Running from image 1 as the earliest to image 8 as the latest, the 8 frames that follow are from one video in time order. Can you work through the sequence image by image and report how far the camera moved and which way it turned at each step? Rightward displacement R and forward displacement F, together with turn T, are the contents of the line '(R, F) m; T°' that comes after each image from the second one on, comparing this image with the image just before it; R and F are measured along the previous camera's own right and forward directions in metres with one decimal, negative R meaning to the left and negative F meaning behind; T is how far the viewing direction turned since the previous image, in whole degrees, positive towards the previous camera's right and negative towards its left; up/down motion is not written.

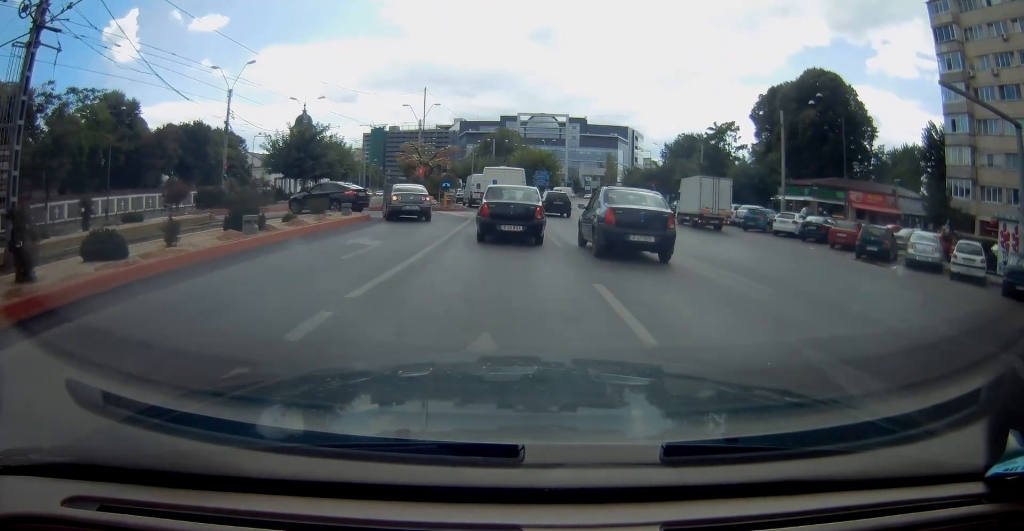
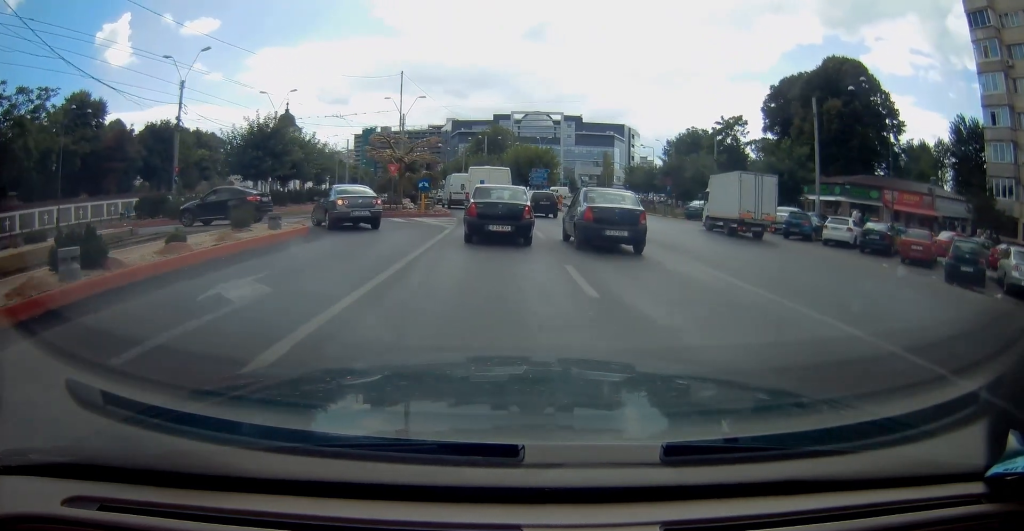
(-0.1, +6.7) m; -1°
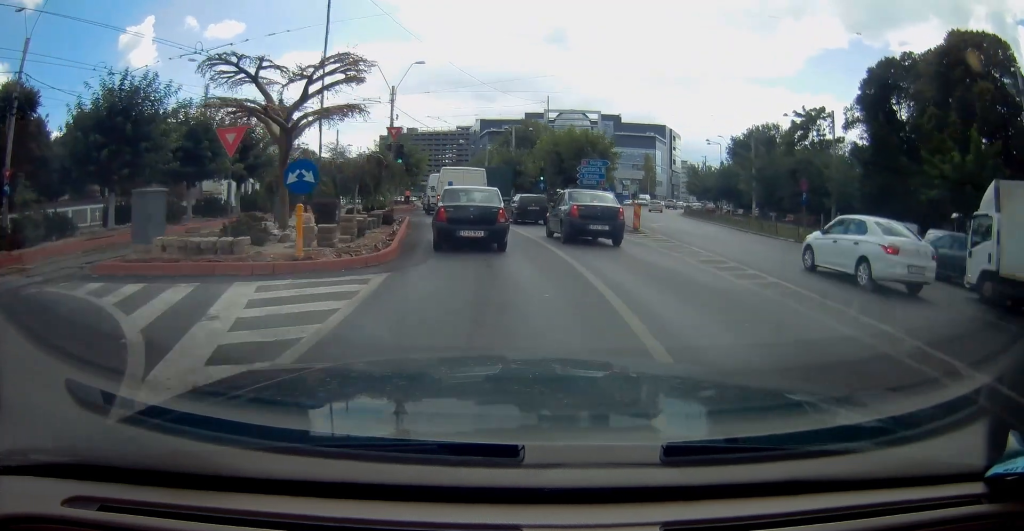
(-0.2, +18.9) m; -3°
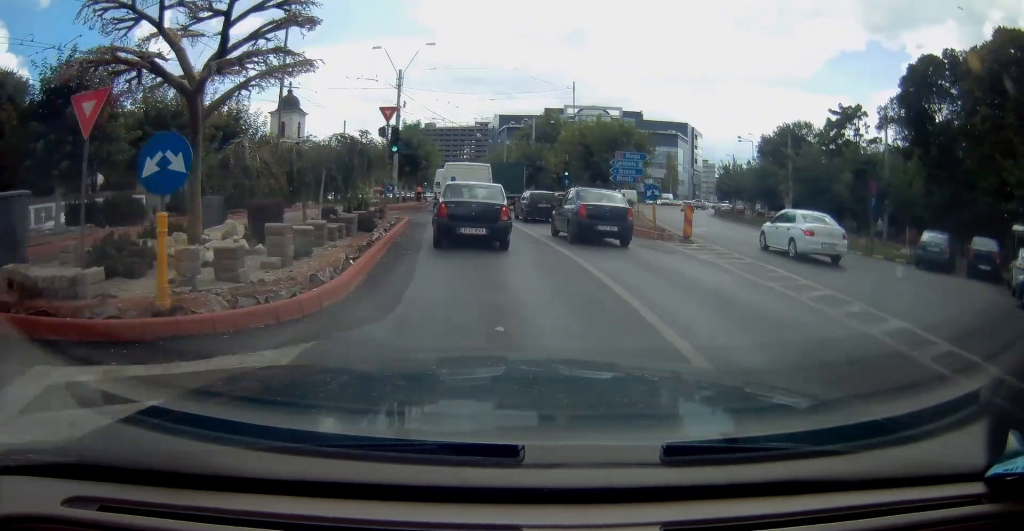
(-0.1, +4.6) m; -4°
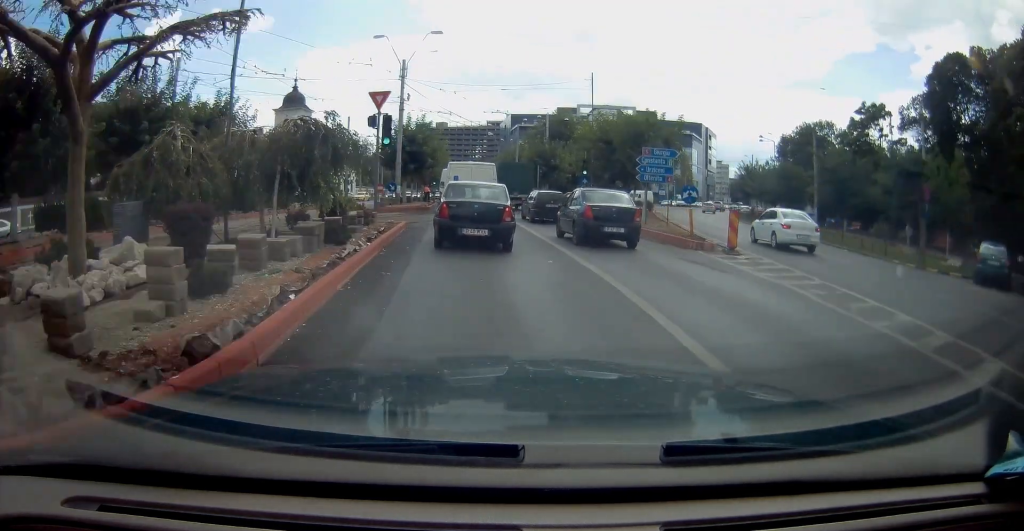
(+0.1, +3.1) m; -3°
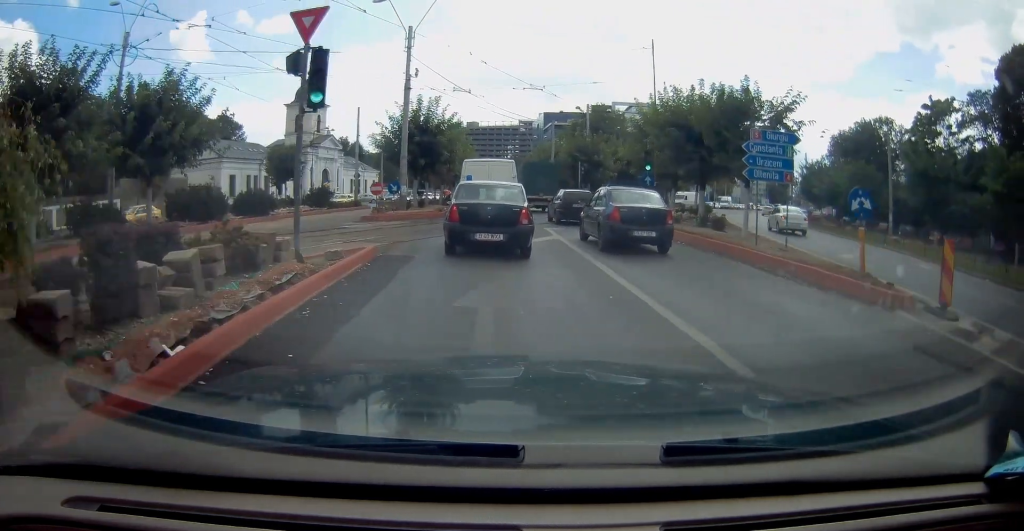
(-0.7, +7.9) m; -6°
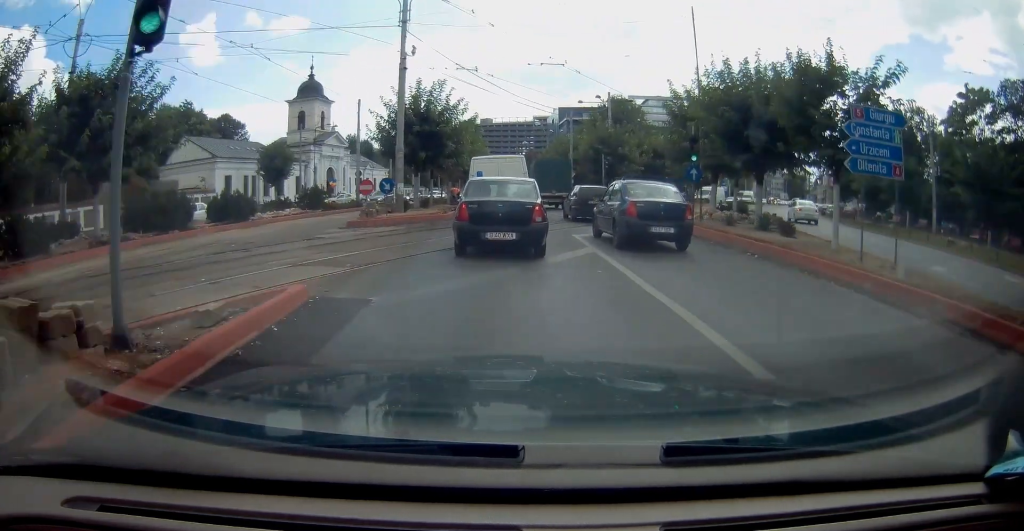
(-0.1, +4.5) m; -1°
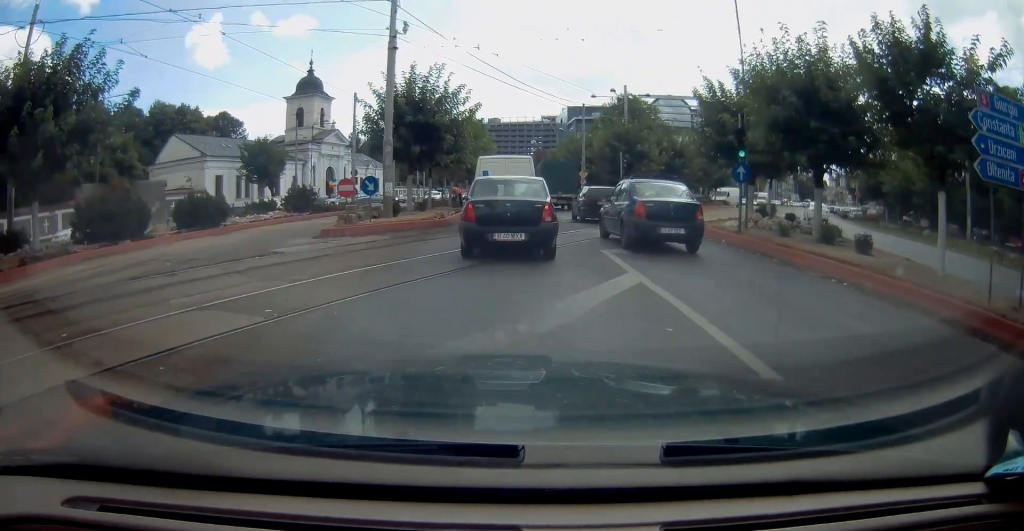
(0.0, +3.7) m; -2°
